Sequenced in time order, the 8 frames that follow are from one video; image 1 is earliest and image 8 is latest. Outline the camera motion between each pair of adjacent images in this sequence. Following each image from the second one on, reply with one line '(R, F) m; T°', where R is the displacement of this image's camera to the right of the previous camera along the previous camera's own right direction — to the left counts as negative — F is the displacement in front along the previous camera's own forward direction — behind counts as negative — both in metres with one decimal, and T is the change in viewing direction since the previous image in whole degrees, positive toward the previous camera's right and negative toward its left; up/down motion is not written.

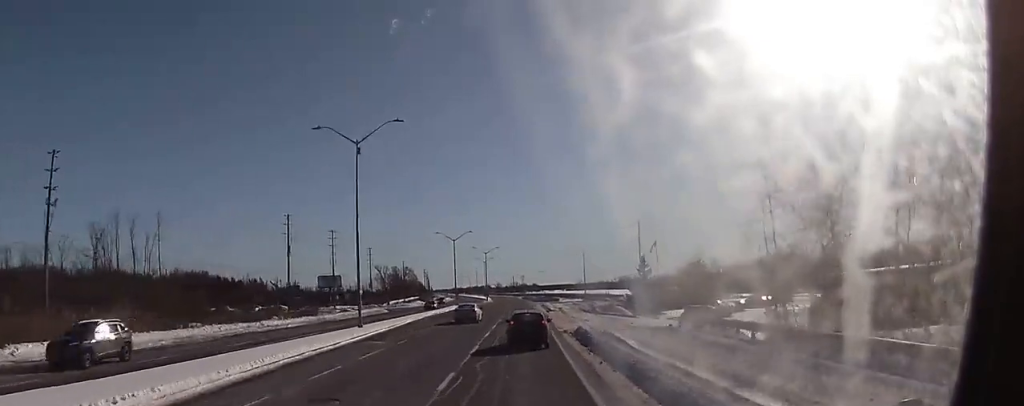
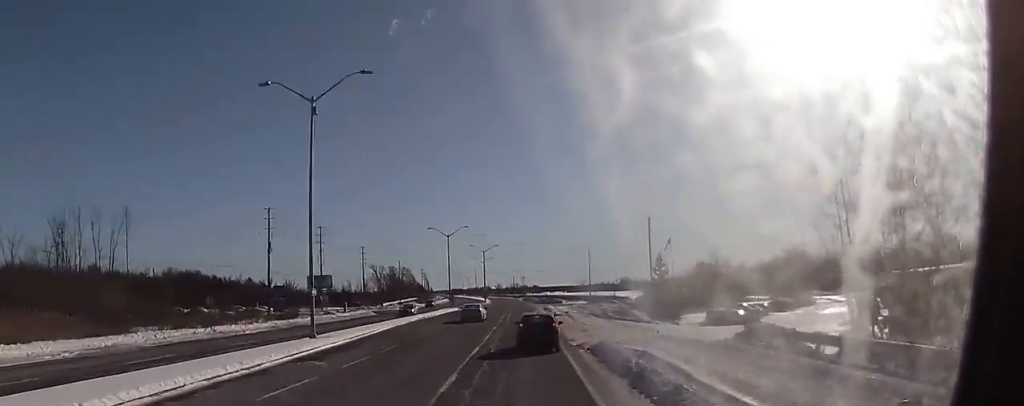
(-0.1, +9.9) m; -1°
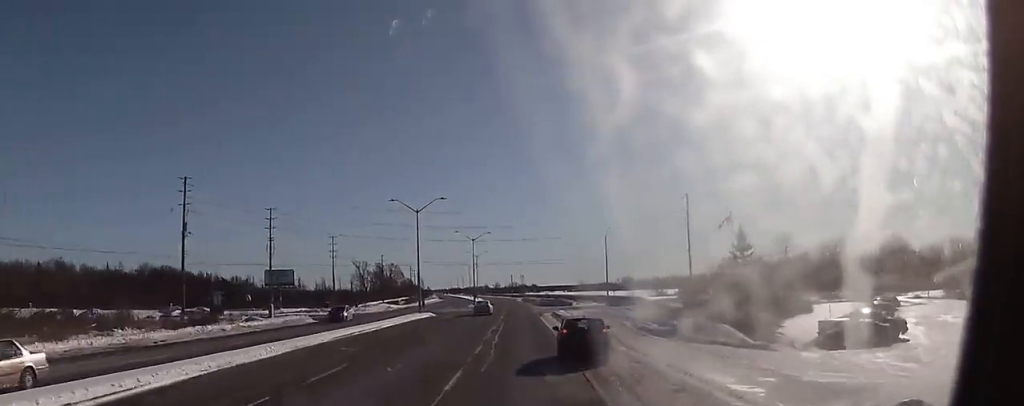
(+0.3, +29.3) m; +1°
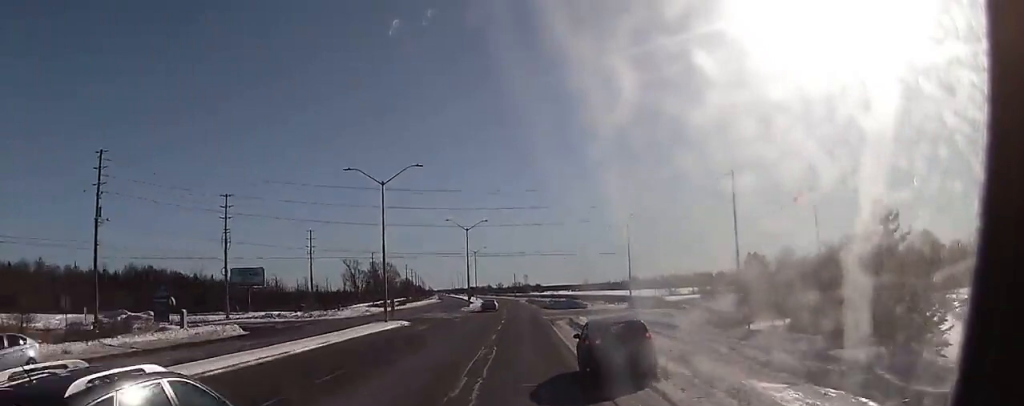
(-0.1, +20.1) m; -1°
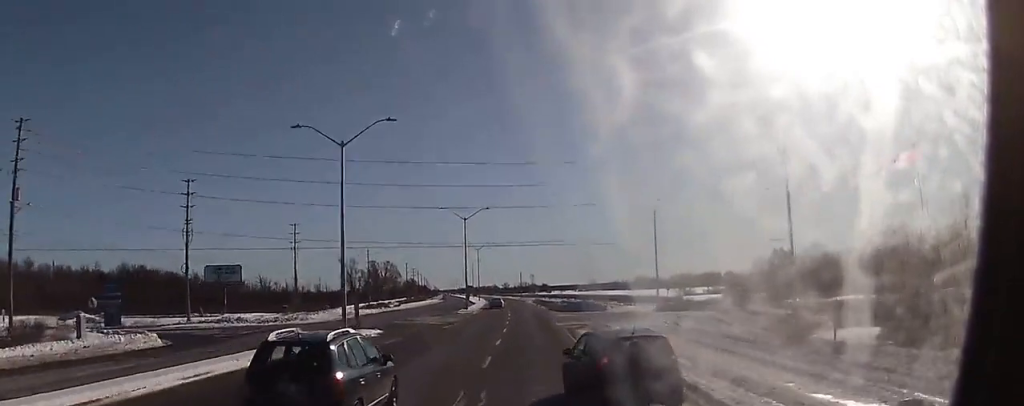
(-0.1, +13.7) m; +1°
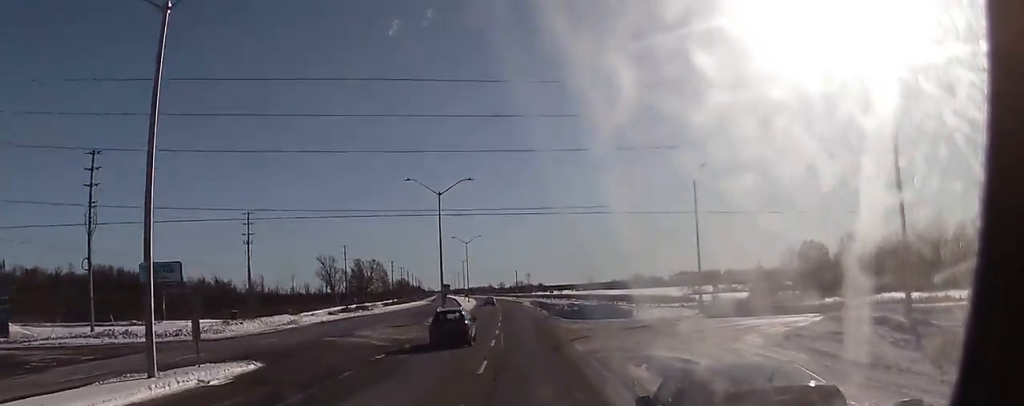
(+0.1, +24.4) m; -1°
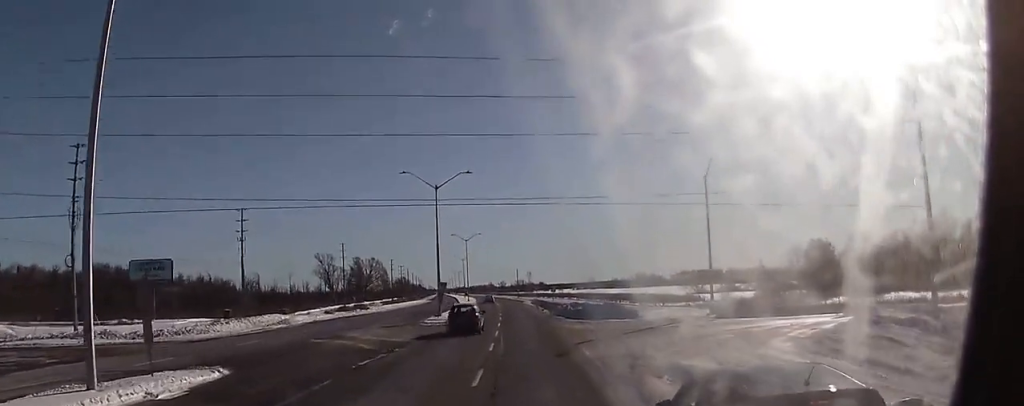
(-0.1, +5.1) m; 0°
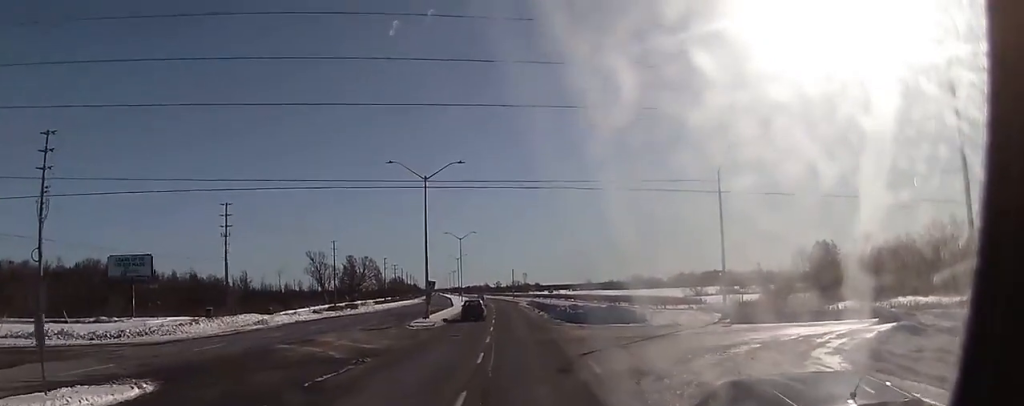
(0.0, +7.4) m; +2°
